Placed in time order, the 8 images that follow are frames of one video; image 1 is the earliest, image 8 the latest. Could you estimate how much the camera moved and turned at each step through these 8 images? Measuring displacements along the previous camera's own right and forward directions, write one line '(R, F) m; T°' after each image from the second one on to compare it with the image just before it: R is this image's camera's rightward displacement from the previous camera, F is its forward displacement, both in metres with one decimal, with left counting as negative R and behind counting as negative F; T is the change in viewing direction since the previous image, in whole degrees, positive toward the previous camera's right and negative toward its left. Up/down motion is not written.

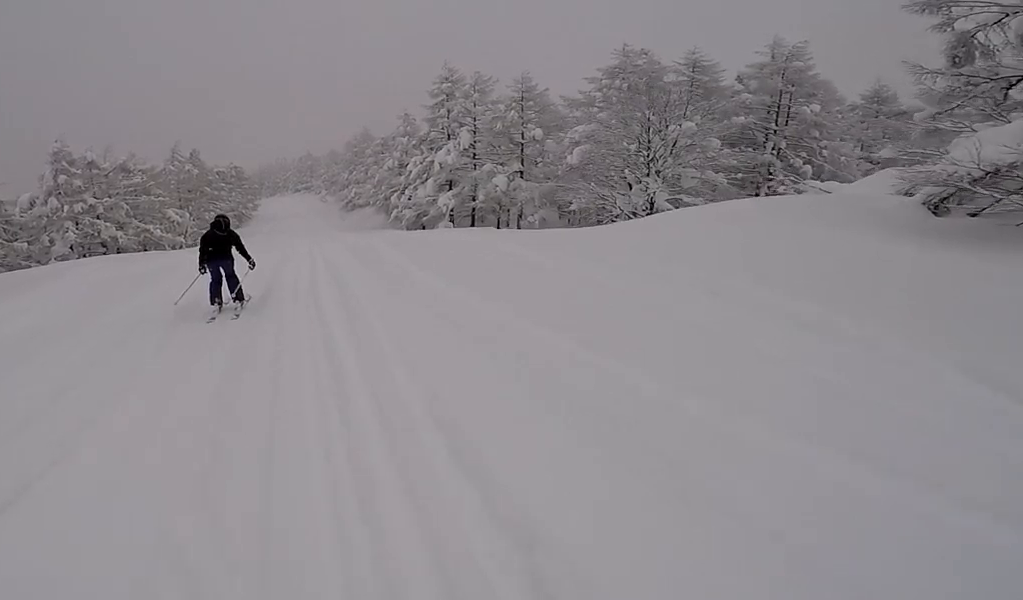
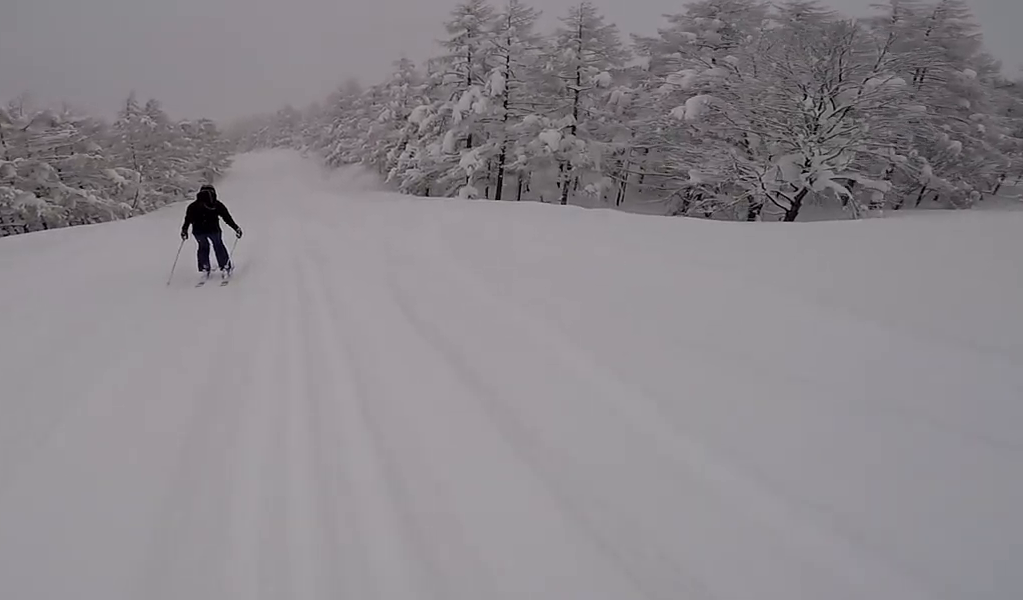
(+0.3, +8.5) m; -1°
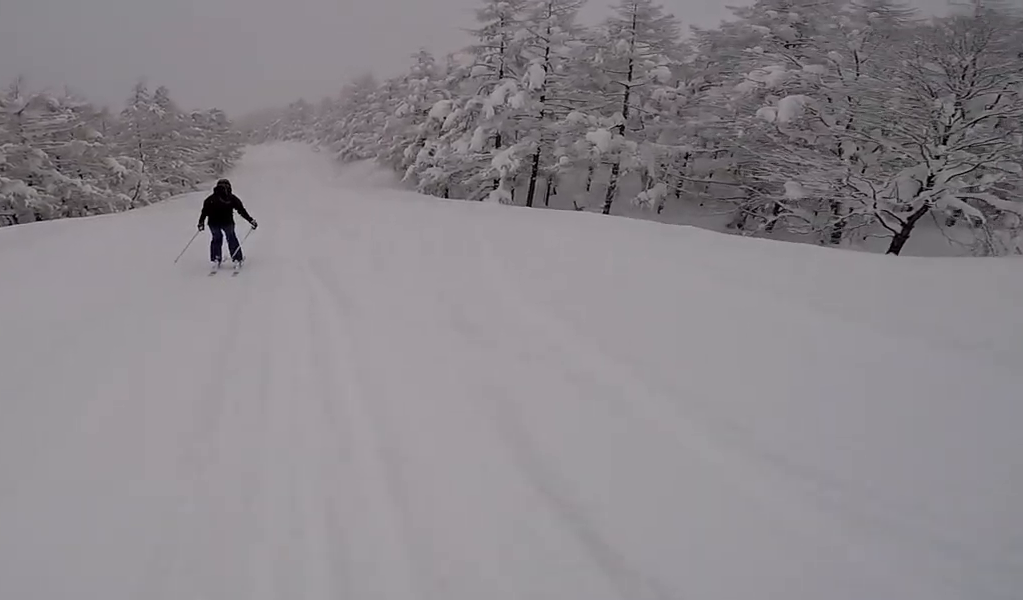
(-0.1, +3.0) m; -2°
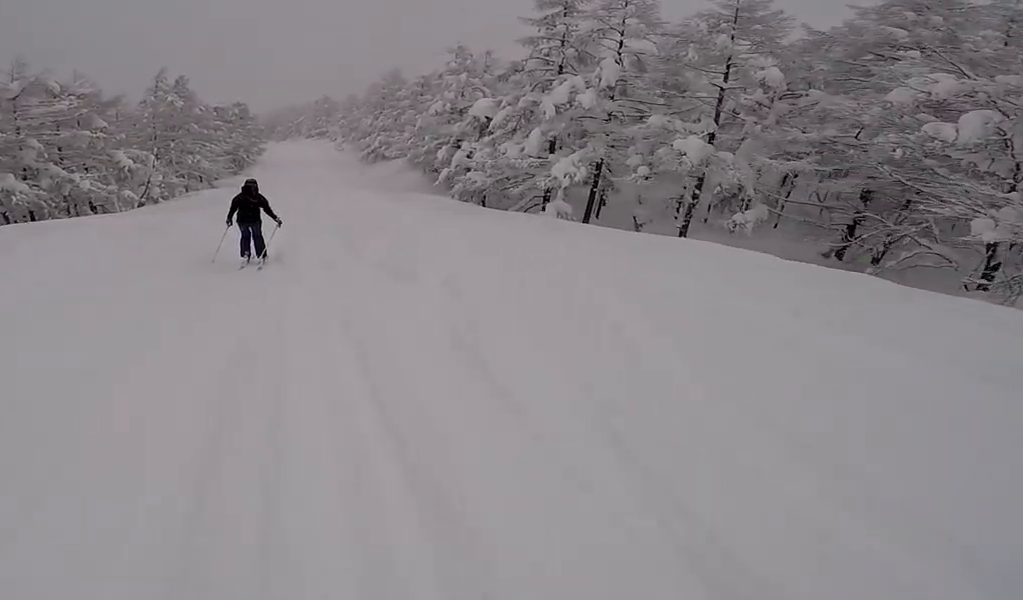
(-0.1, +3.6) m; -3°
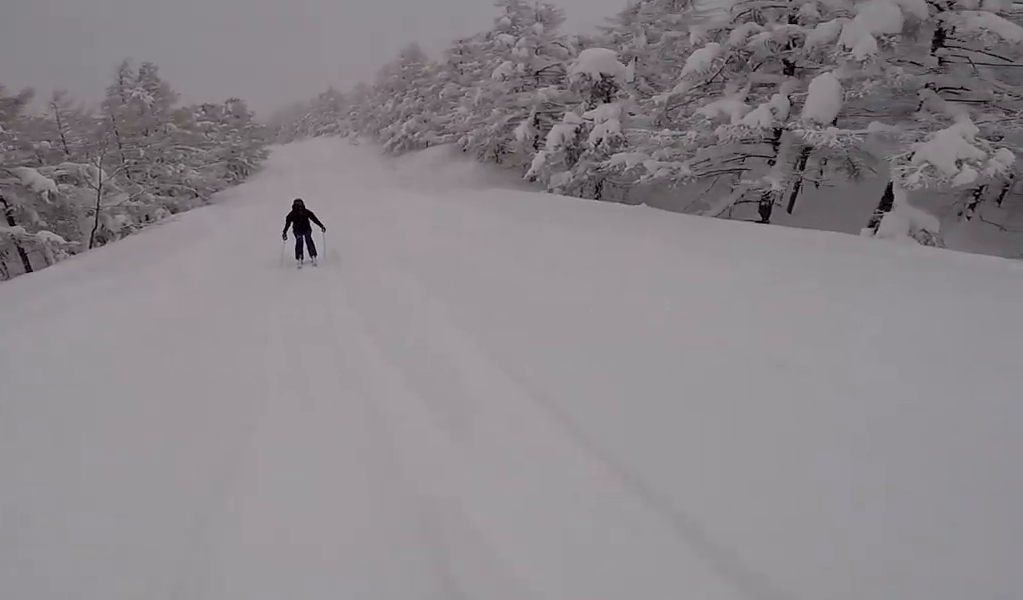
(-1.0, +12.1) m; -7°
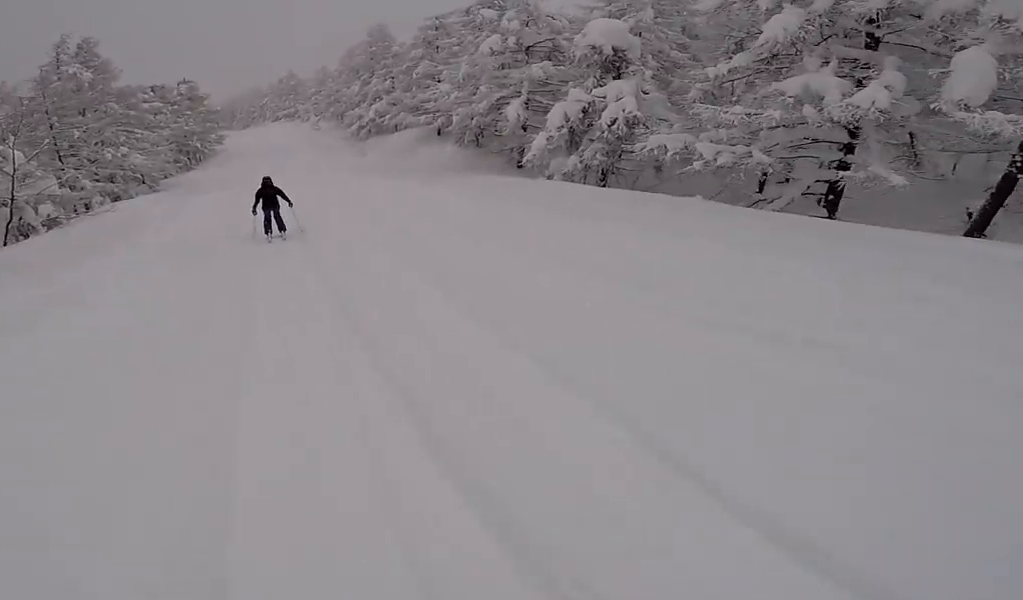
(0.0, +3.7) m; +3°
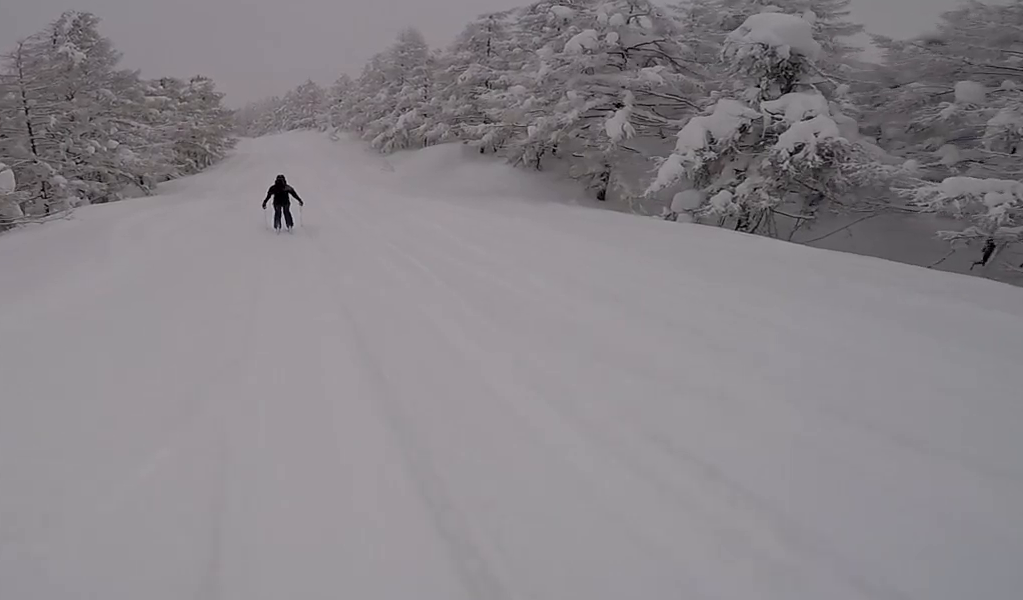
(+0.1, +6.3) m; +6°
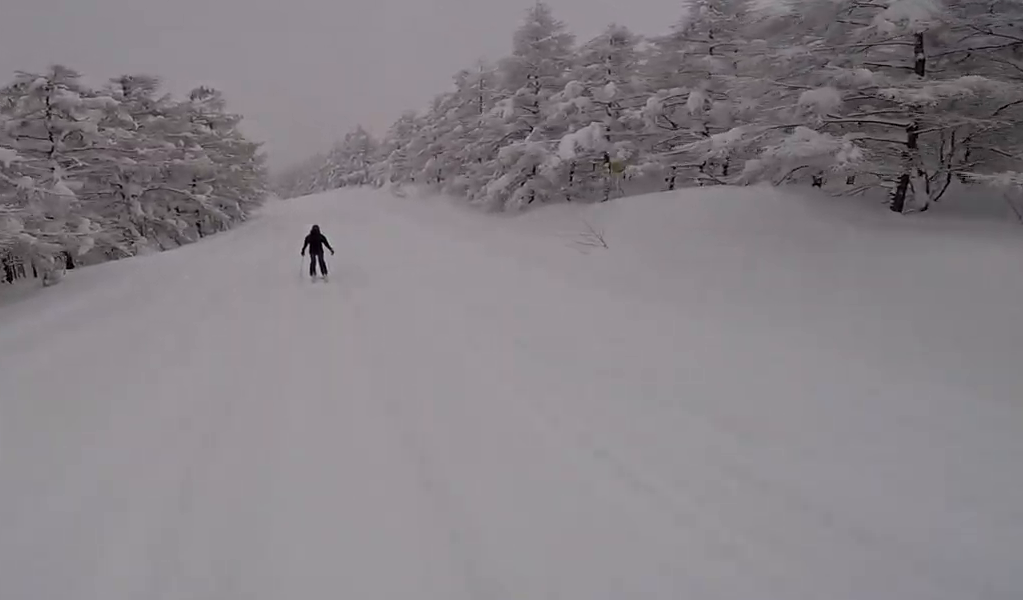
(-0.3, +23.1) m; -4°
